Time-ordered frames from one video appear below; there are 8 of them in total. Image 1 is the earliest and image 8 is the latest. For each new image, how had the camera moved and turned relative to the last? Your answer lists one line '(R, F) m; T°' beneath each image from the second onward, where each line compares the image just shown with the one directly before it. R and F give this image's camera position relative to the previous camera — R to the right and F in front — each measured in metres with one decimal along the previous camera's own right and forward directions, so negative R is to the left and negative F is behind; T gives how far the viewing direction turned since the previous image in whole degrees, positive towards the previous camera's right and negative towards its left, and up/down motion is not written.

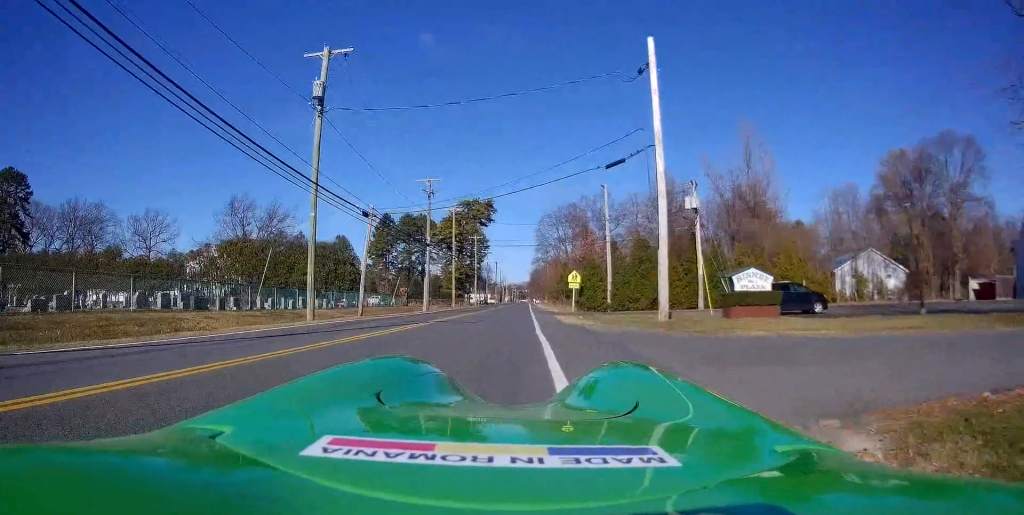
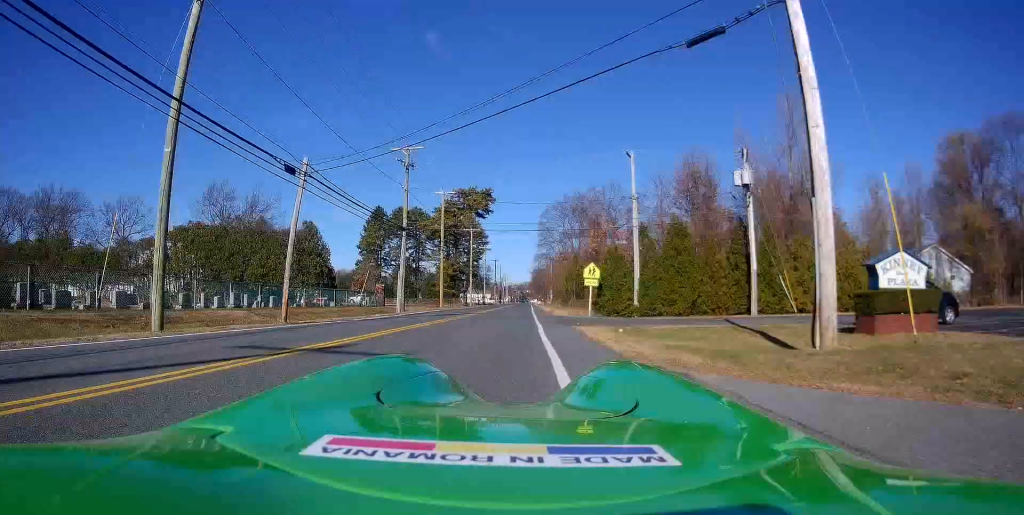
(-0.1, +10.9) m; 0°
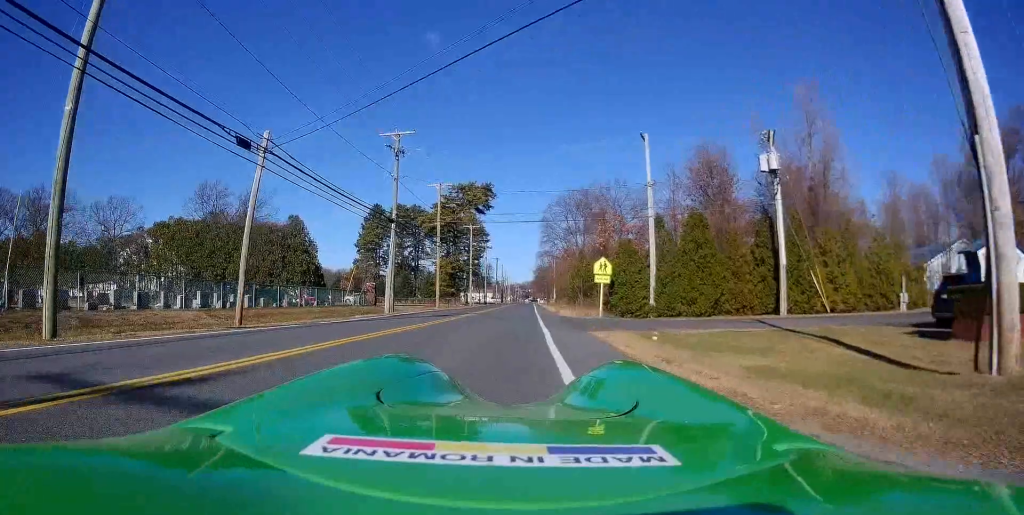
(0.0, +4.0) m; 0°
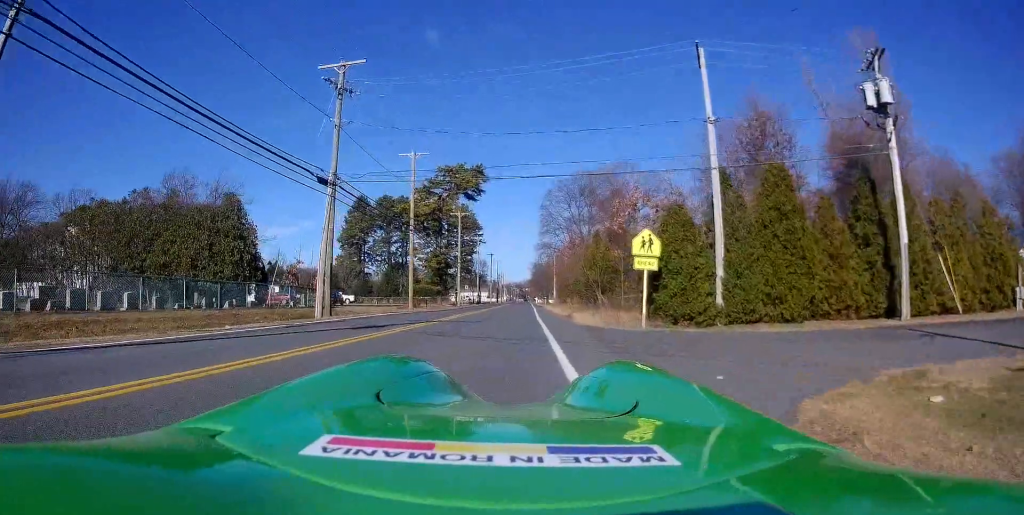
(+0.1, +11.6) m; +3°
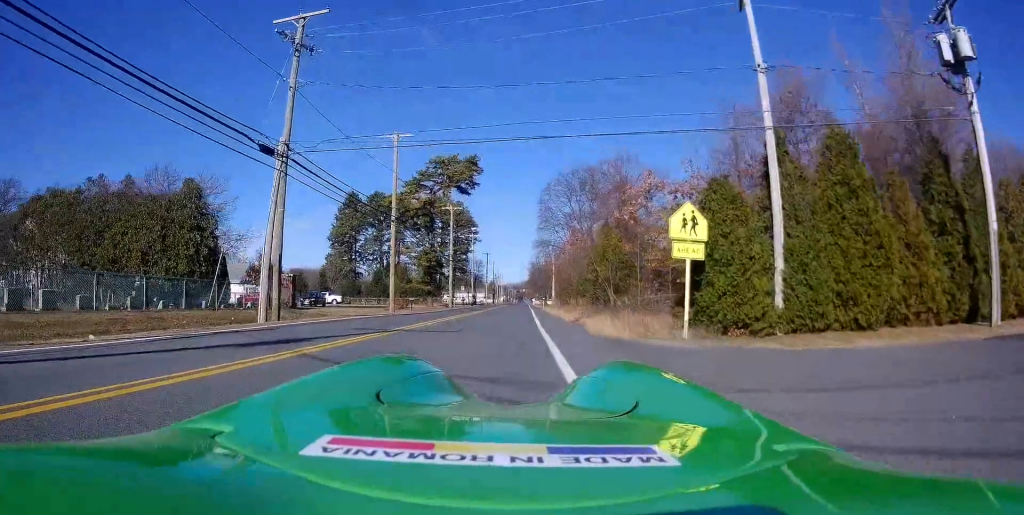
(+0.2, +5.2) m; 0°
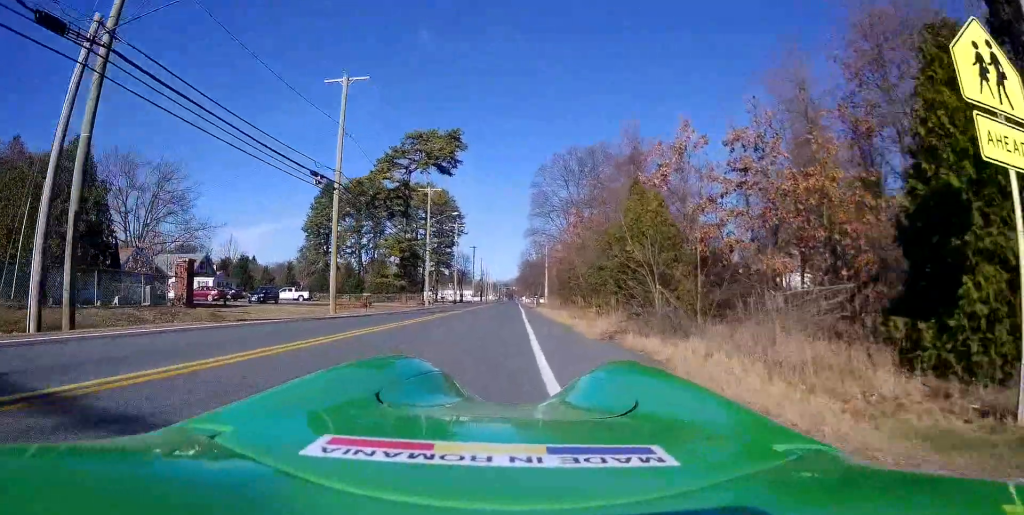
(-0.1, +10.2) m; -2°
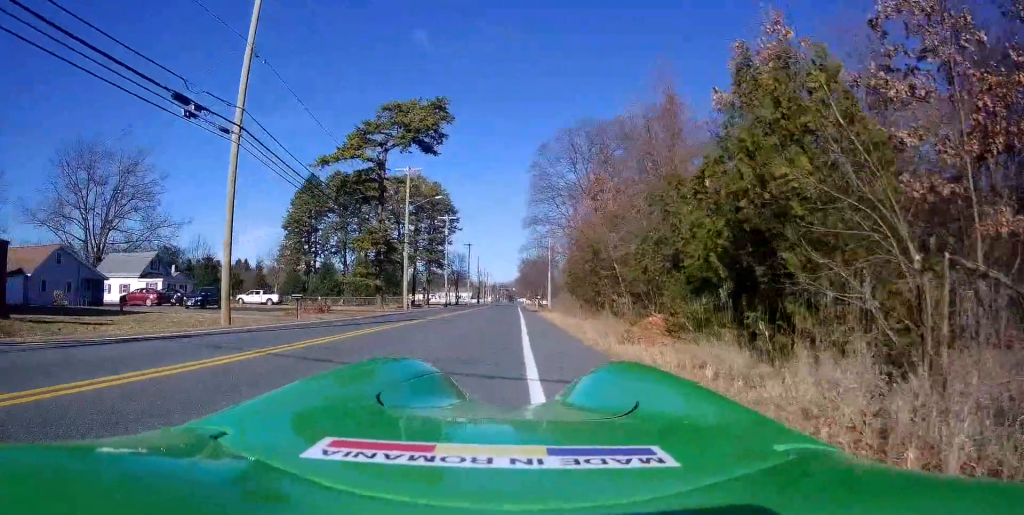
(-0.1, +10.7) m; -1°
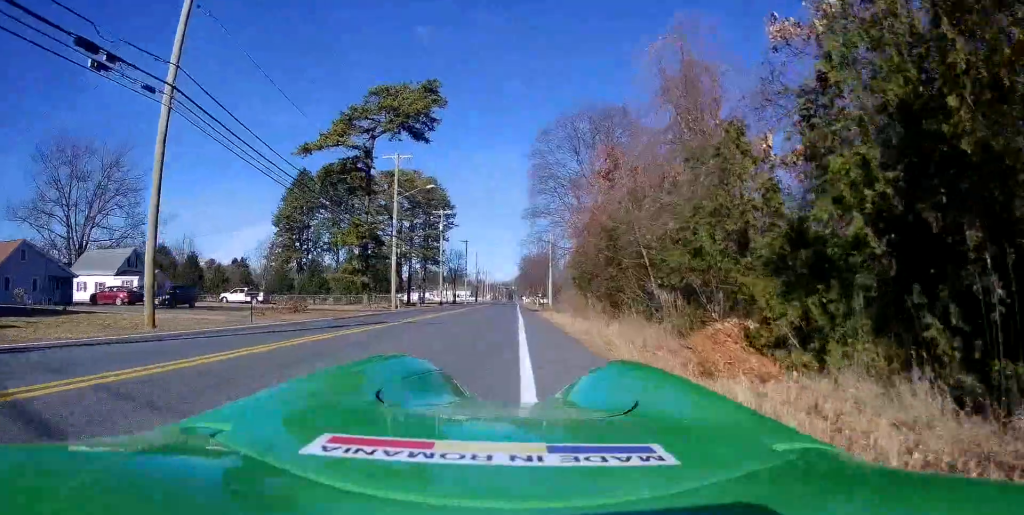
(0.0, +4.1) m; 0°
